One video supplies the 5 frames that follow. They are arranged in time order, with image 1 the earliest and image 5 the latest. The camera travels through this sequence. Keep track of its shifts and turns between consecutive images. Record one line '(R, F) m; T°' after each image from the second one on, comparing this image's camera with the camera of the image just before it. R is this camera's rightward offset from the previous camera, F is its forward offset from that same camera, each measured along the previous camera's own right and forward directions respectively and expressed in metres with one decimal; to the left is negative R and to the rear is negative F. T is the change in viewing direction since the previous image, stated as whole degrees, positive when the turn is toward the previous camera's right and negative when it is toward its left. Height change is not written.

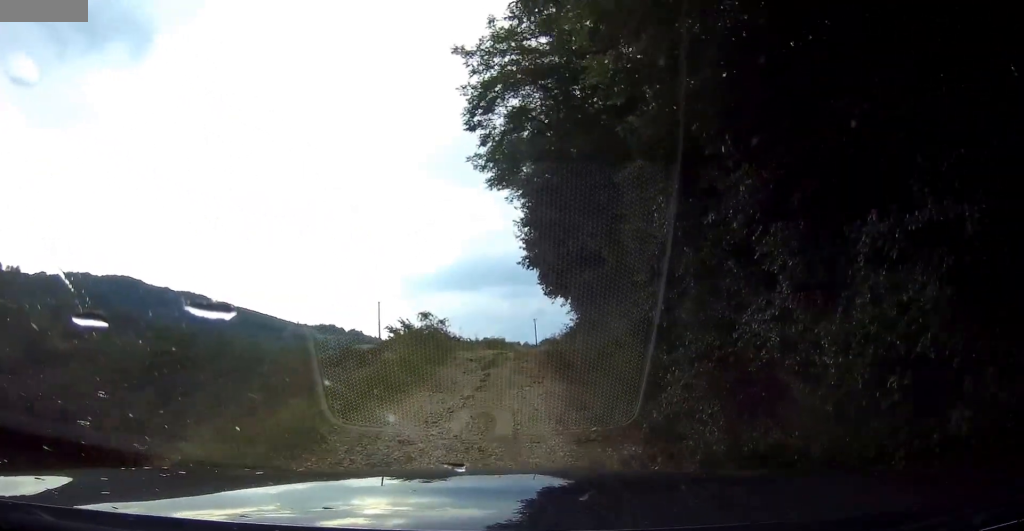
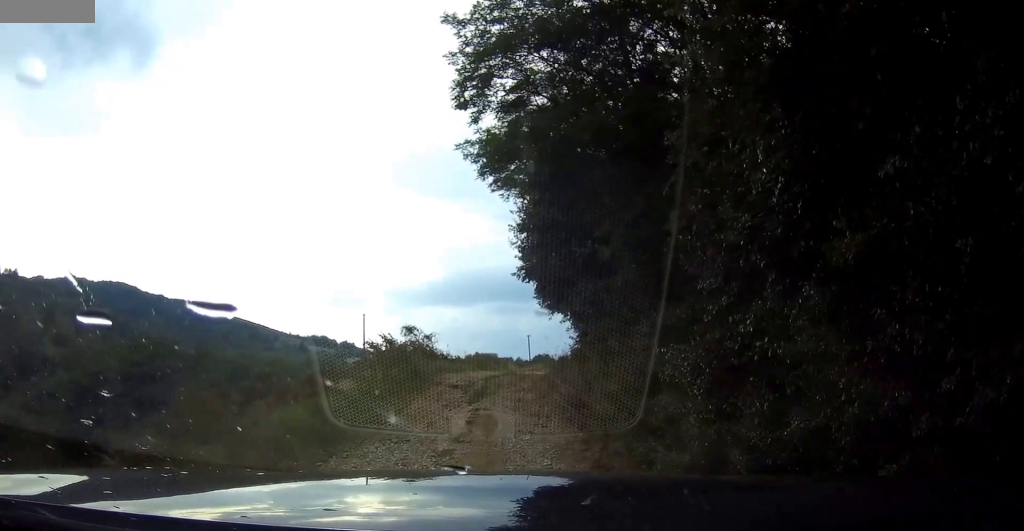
(0.0, +3.2) m; 0°
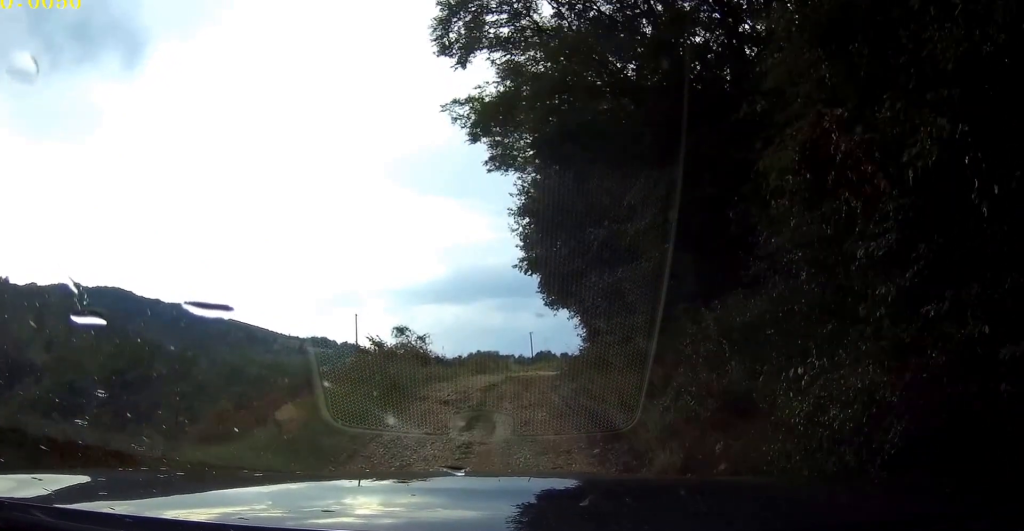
(0.0, +3.1) m; 0°
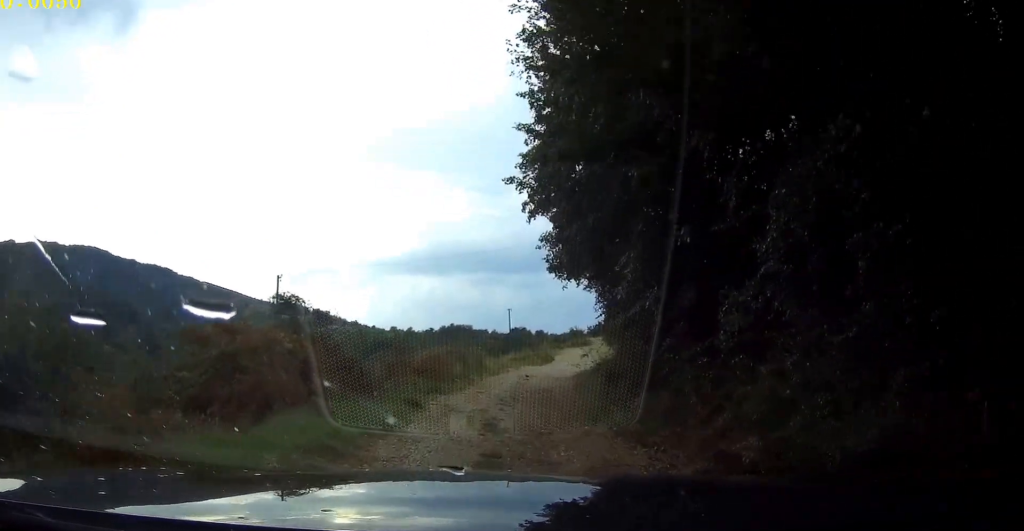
(0.0, +15.4) m; 0°
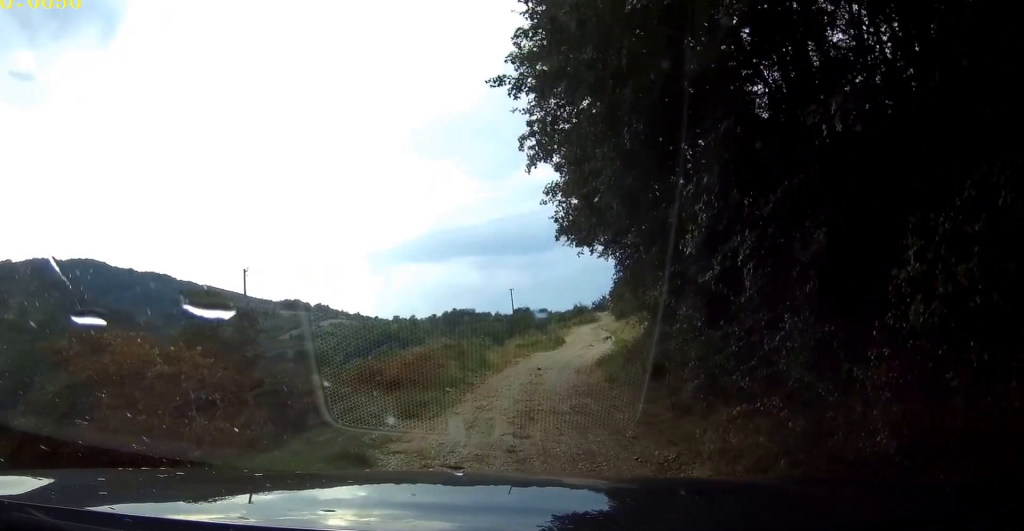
(0.0, +5.4) m; 0°
